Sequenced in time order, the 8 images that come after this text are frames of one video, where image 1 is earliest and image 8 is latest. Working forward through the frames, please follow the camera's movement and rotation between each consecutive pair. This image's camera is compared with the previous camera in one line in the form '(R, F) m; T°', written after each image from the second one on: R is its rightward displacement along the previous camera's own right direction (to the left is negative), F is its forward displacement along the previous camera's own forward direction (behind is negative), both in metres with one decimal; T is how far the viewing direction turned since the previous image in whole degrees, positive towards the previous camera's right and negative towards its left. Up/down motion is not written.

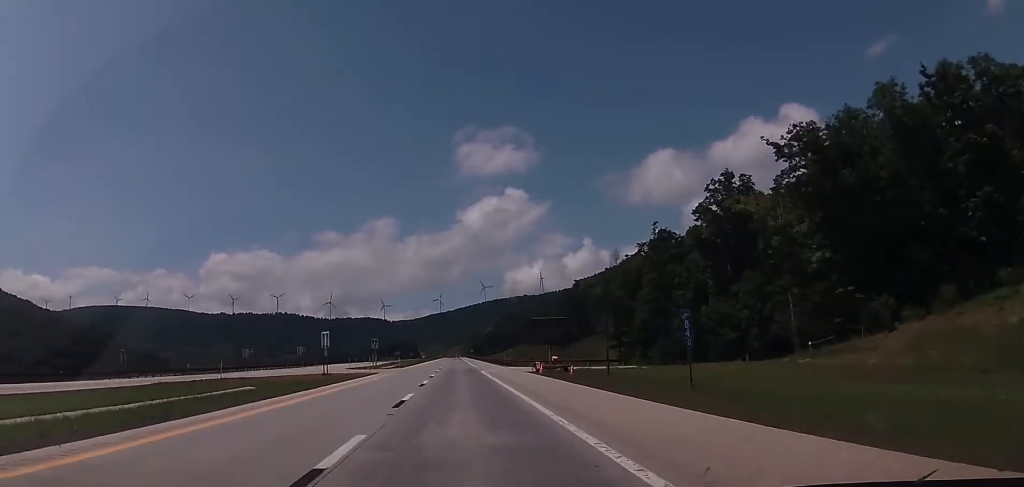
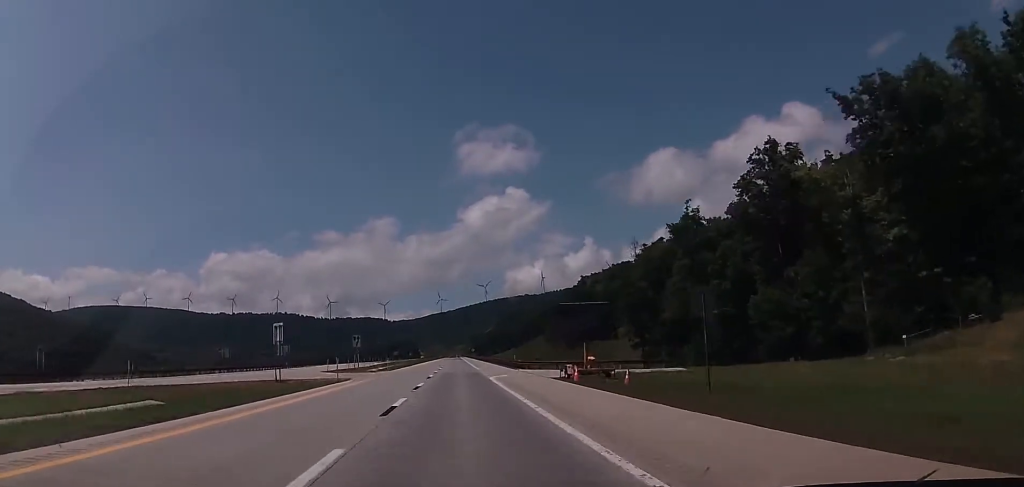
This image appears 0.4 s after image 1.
(0.0, +14.3) m; 0°
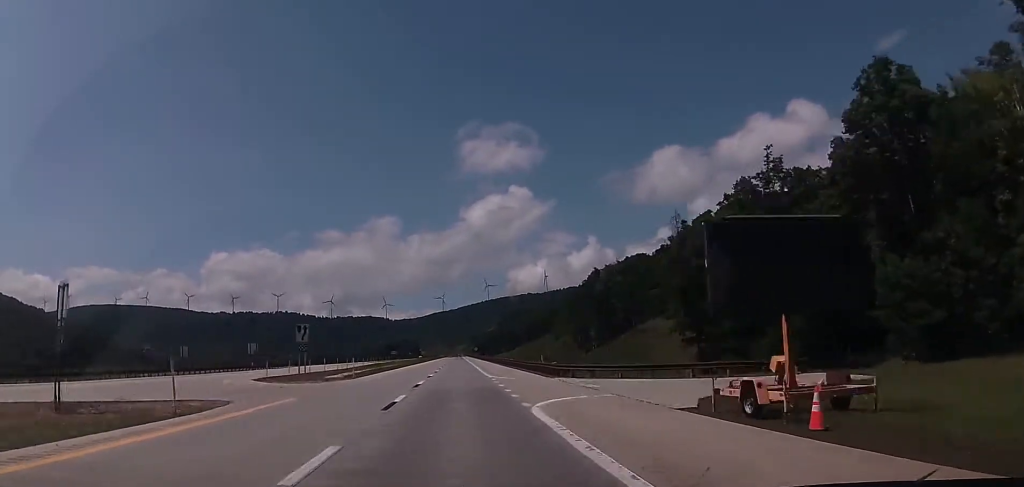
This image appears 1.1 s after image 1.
(0.0, +23.1) m; 0°
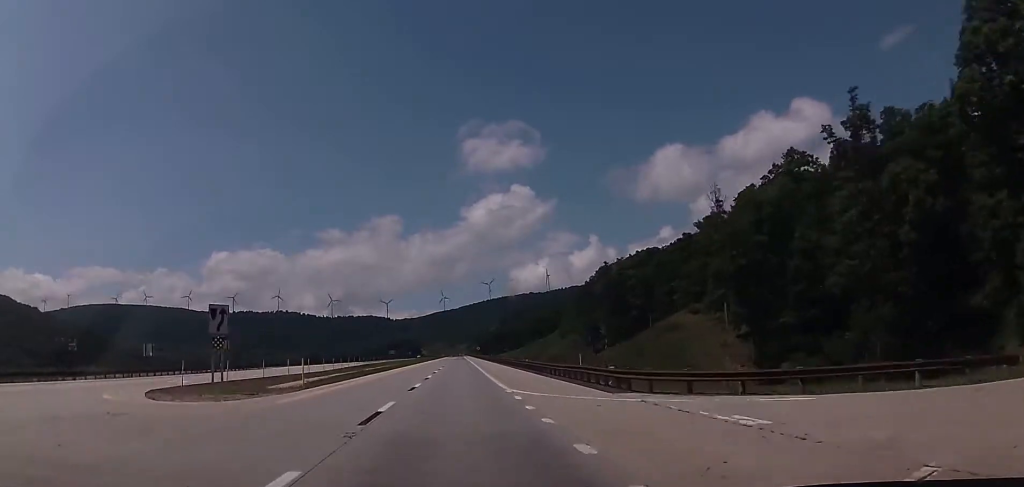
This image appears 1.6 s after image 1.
(0.0, +15.4) m; 0°
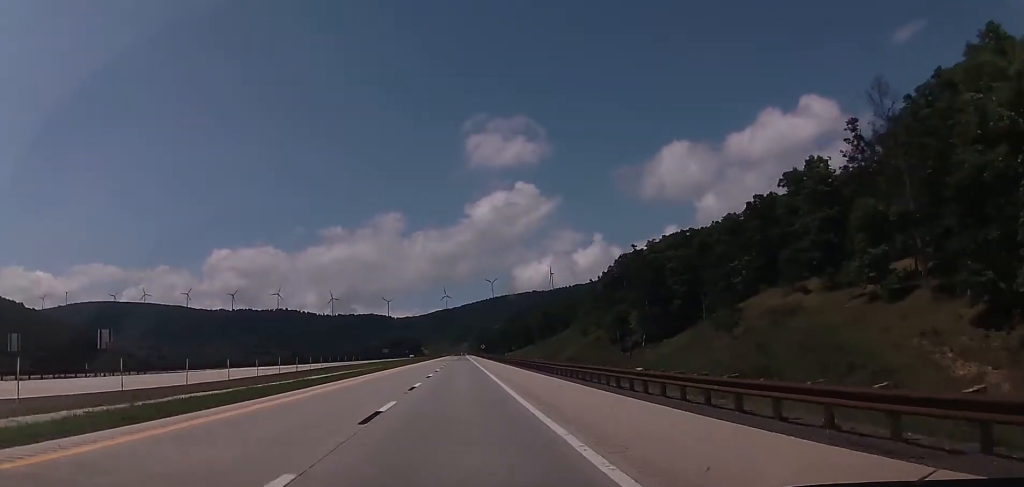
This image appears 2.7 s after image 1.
(-0.1, +36.4) m; 0°
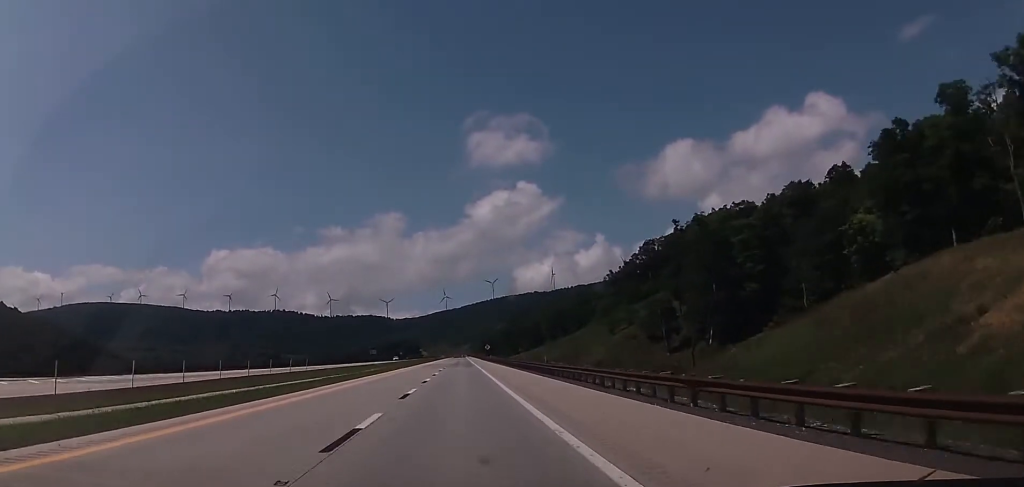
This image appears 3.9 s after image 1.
(+0.3, +40.6) m; 0°
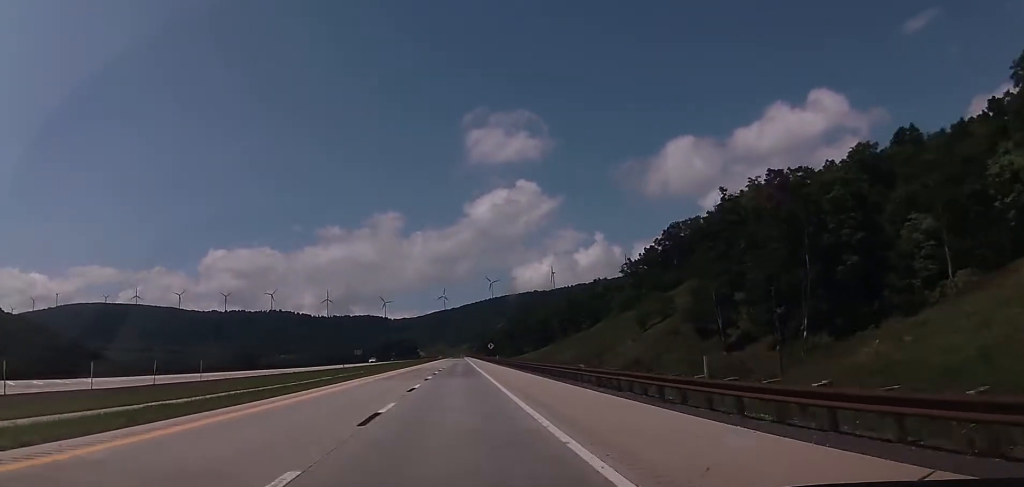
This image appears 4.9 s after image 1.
(-0.2, +31.9) m; 0°
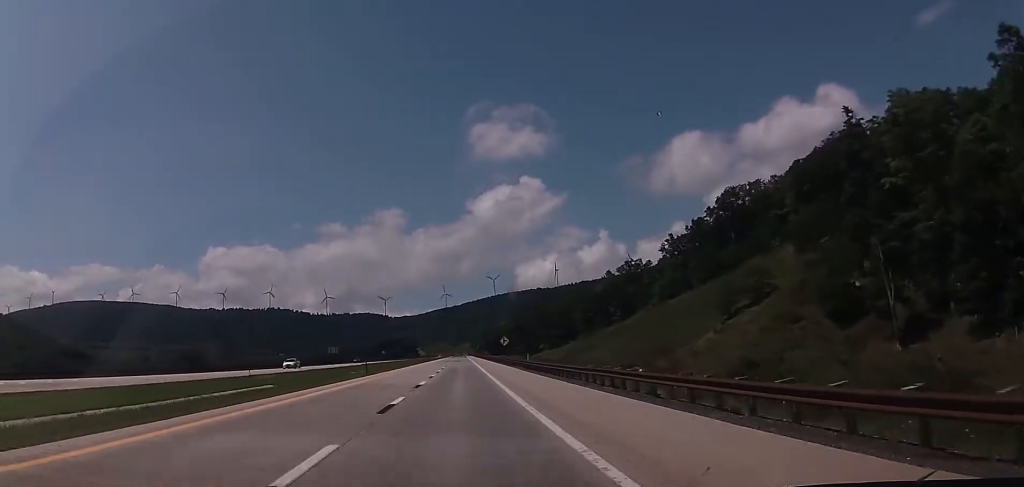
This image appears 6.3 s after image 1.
(-0.5, +46.2) m; -1°
